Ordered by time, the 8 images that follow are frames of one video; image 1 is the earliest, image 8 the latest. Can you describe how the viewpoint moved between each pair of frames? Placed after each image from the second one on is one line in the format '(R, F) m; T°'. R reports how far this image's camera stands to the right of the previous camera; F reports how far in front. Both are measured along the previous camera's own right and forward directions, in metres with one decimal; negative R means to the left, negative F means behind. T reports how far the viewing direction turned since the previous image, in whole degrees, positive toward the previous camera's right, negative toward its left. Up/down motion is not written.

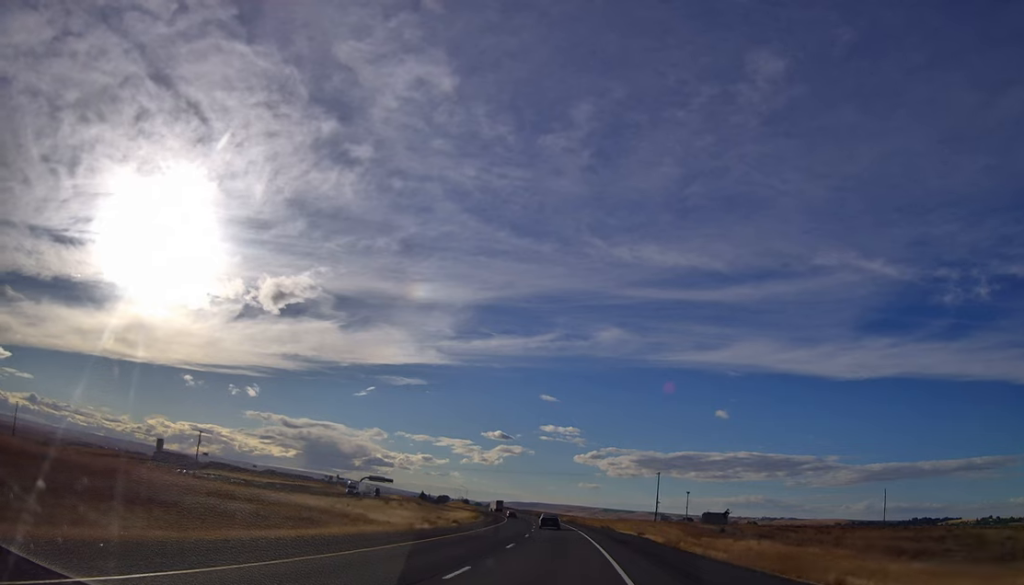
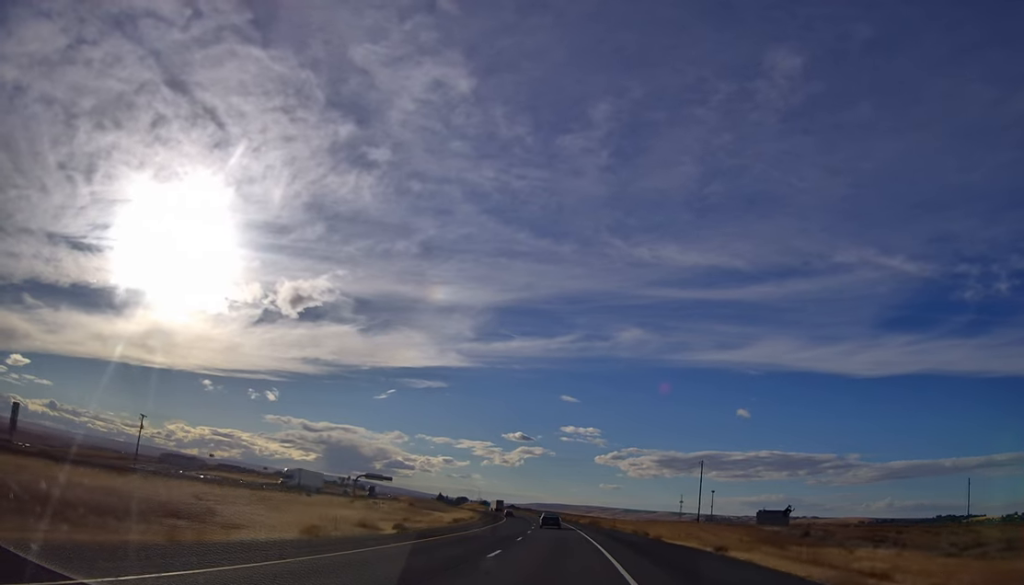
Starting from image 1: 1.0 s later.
(-0.3, +30.4) m; -2°
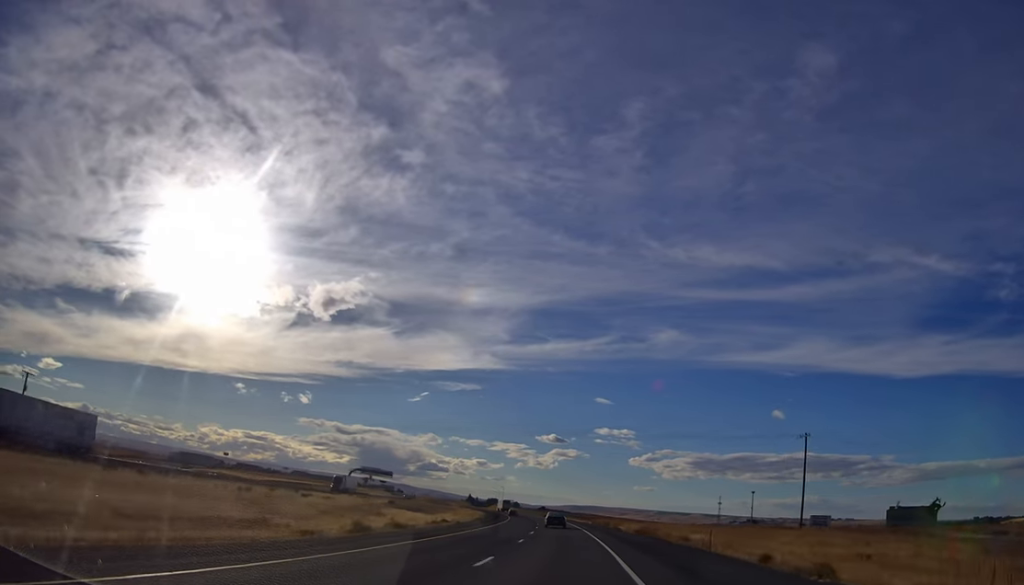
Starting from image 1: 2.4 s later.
(-1.7, +41.2) m; -3°
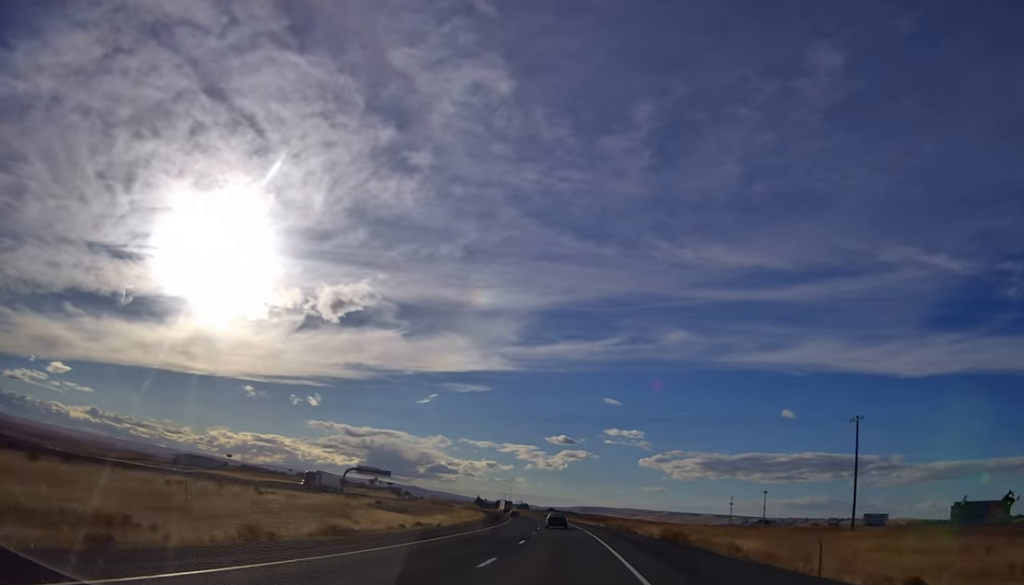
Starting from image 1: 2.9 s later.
(+0.2, +12.8) m; 0°
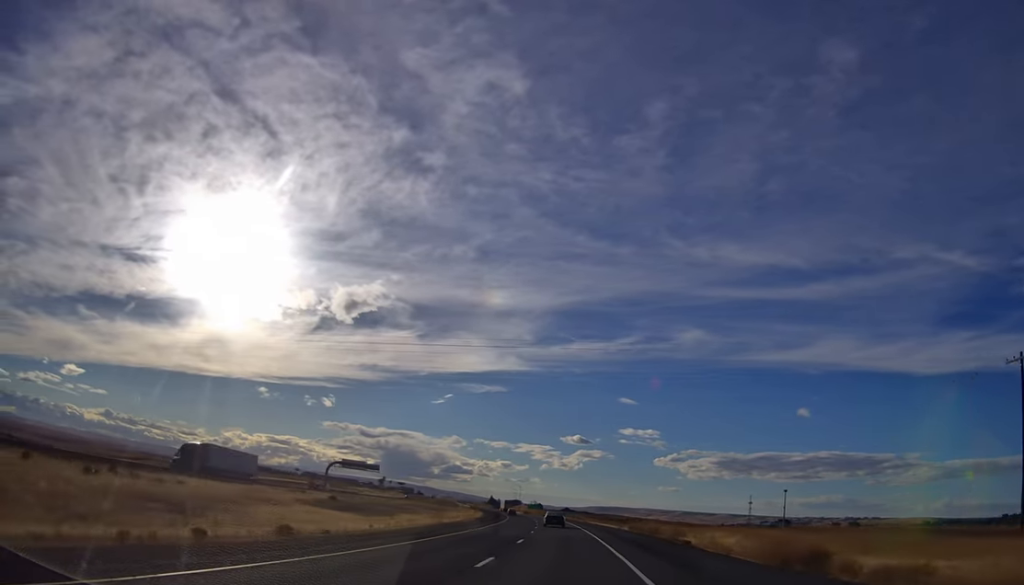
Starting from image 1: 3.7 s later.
(+0.1, +25.5) m; -2°
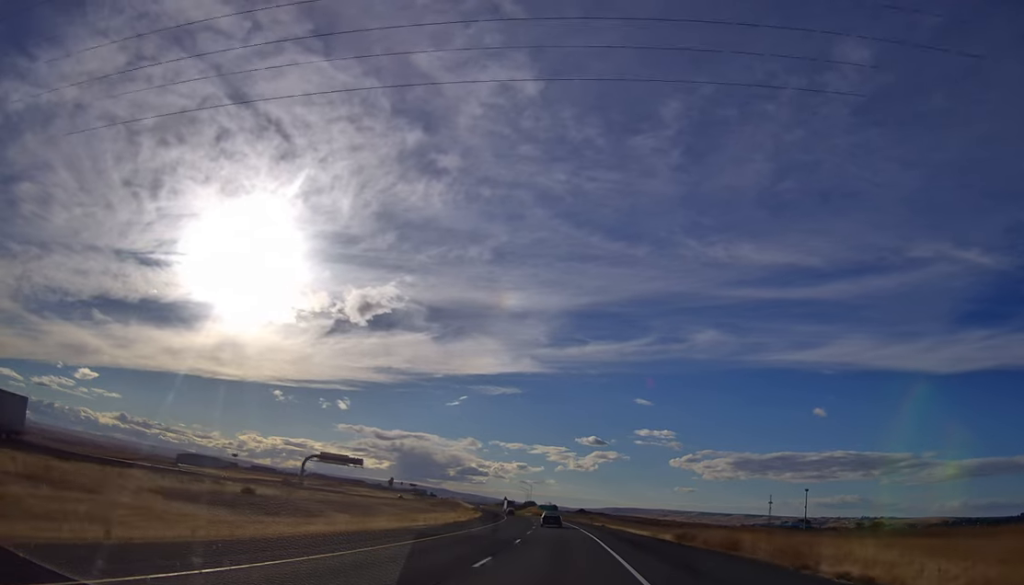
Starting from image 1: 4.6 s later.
(-0.7, +25.2) m; -3°
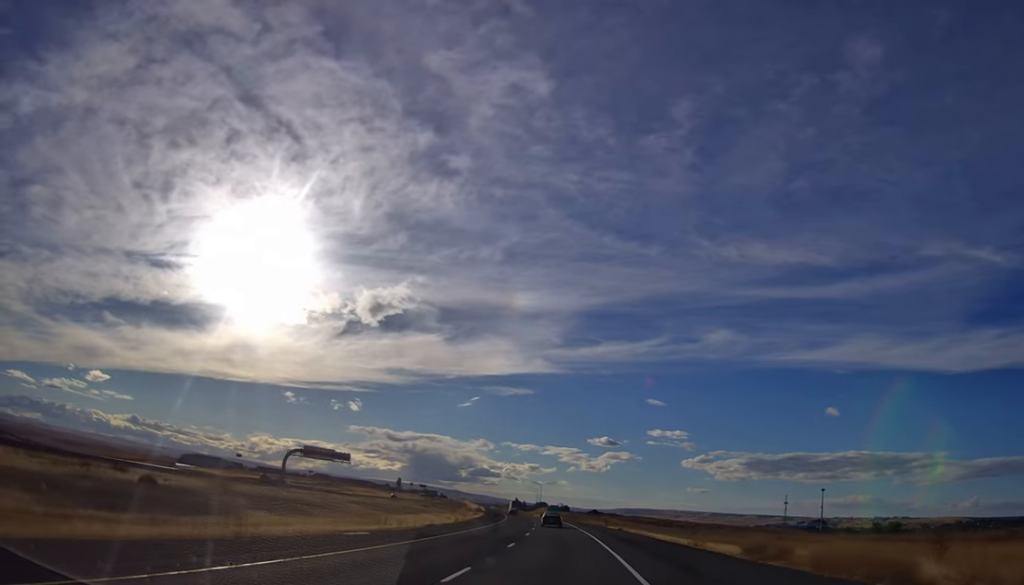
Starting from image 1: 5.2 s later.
(-0.2, +16.3) m; -1°
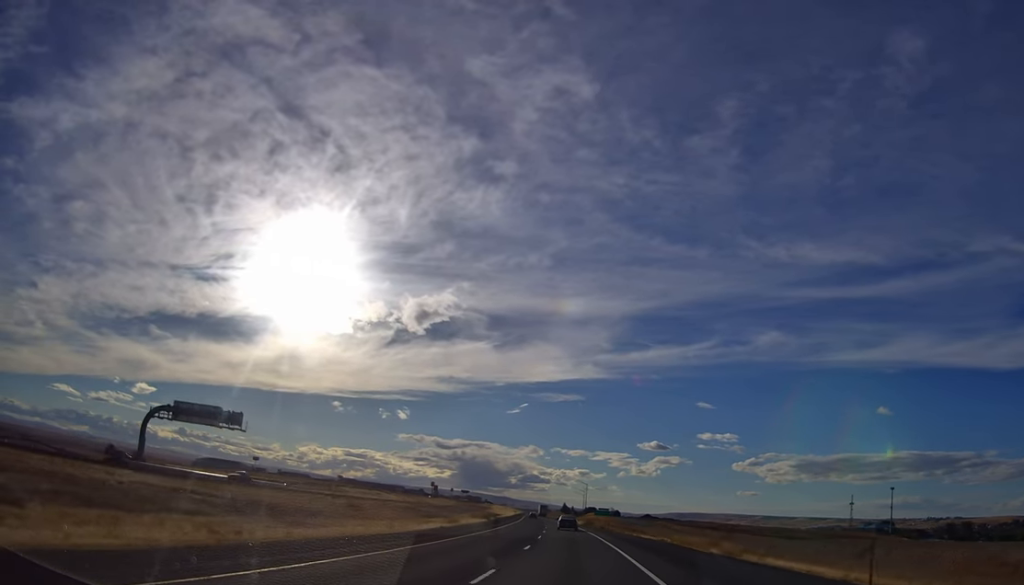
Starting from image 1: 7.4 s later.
(-1.6, +61.9) m; -4°
